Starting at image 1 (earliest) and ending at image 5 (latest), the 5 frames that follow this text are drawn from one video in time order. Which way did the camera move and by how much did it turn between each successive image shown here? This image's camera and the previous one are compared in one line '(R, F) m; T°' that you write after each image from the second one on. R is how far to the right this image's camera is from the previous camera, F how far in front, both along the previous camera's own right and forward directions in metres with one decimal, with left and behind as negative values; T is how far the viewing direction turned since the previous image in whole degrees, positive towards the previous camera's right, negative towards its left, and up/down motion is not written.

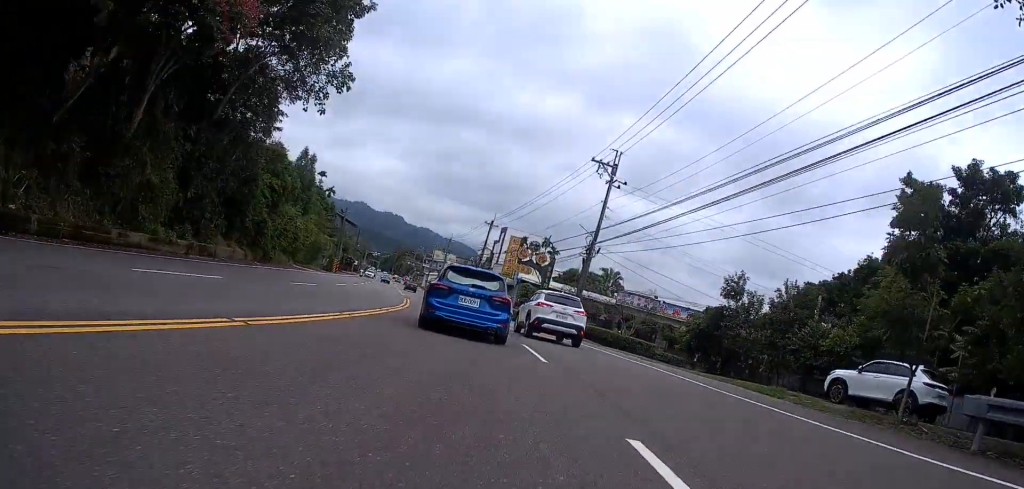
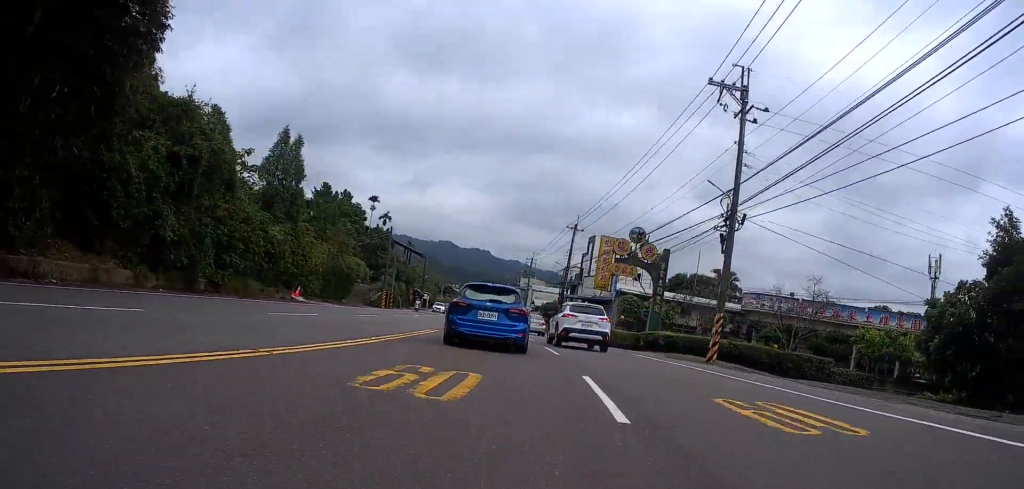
(-0.9, +13.7) m; -7°
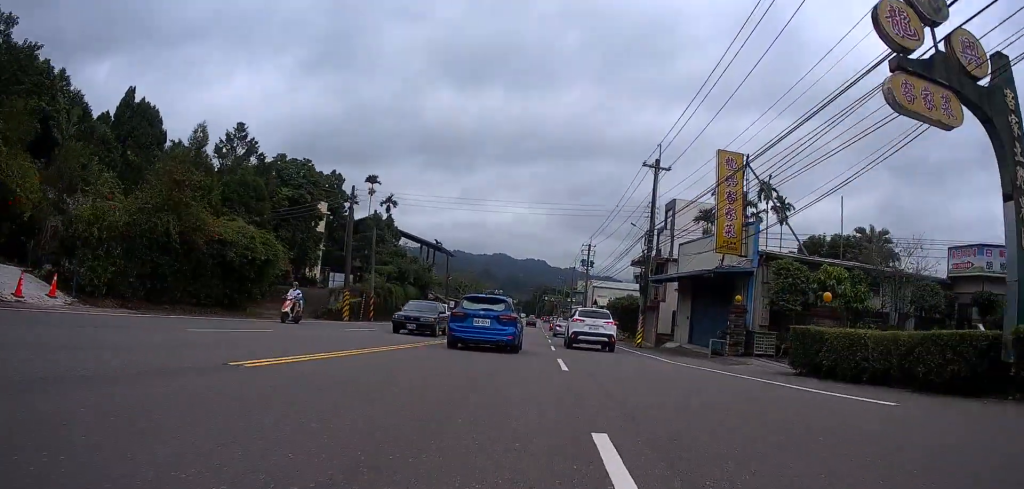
(-0.6, +22.8) m; -5°
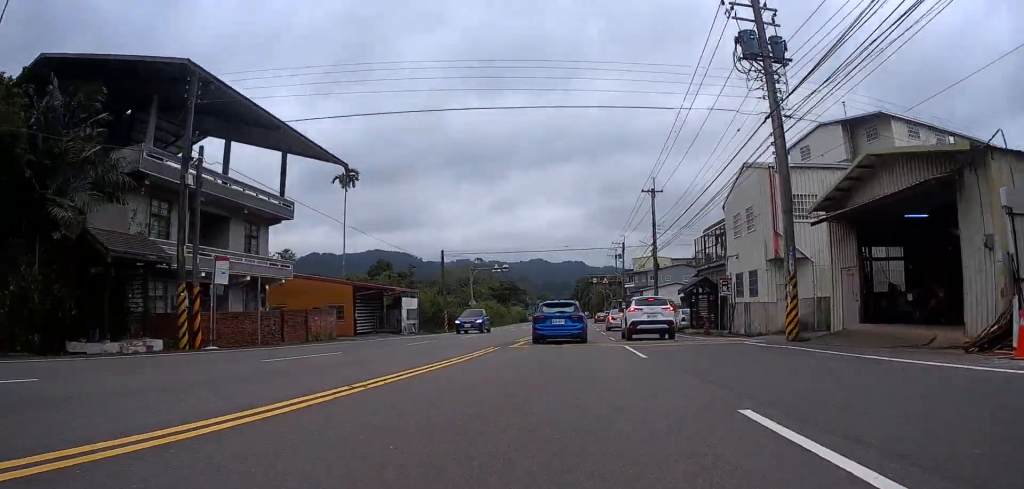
(-3.6, +59.4) m; -2°
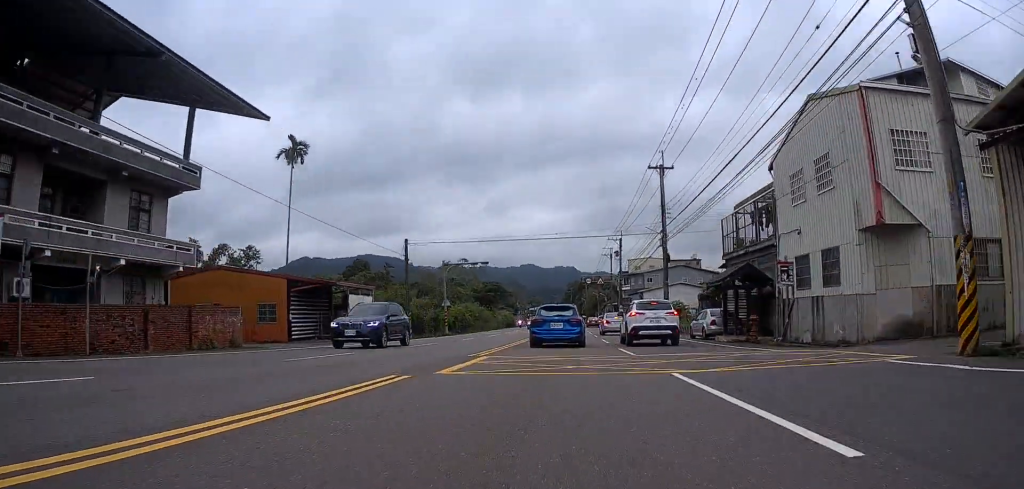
(0.0, +7.9) m; 0°
